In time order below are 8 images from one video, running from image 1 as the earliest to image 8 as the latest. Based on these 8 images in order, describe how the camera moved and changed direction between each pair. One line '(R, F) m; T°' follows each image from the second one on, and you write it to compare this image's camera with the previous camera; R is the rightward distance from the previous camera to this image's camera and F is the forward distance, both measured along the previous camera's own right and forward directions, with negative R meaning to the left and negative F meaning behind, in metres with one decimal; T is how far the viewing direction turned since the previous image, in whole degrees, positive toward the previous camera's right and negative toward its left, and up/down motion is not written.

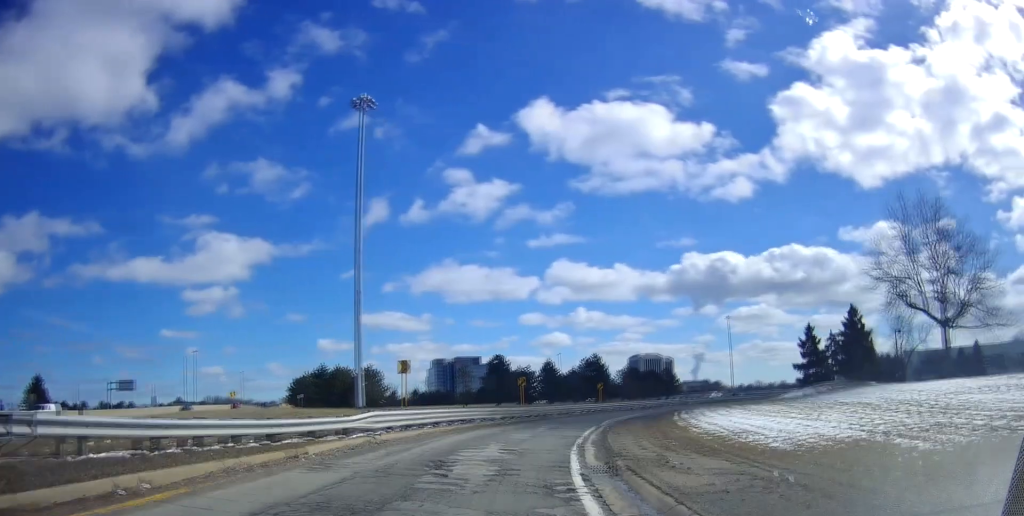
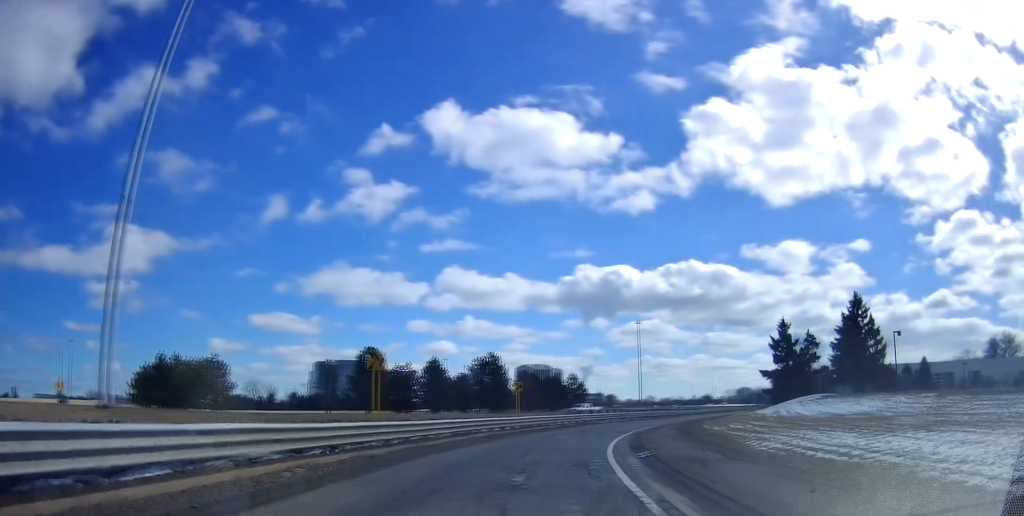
(+1.0, +26.8) m; +4°
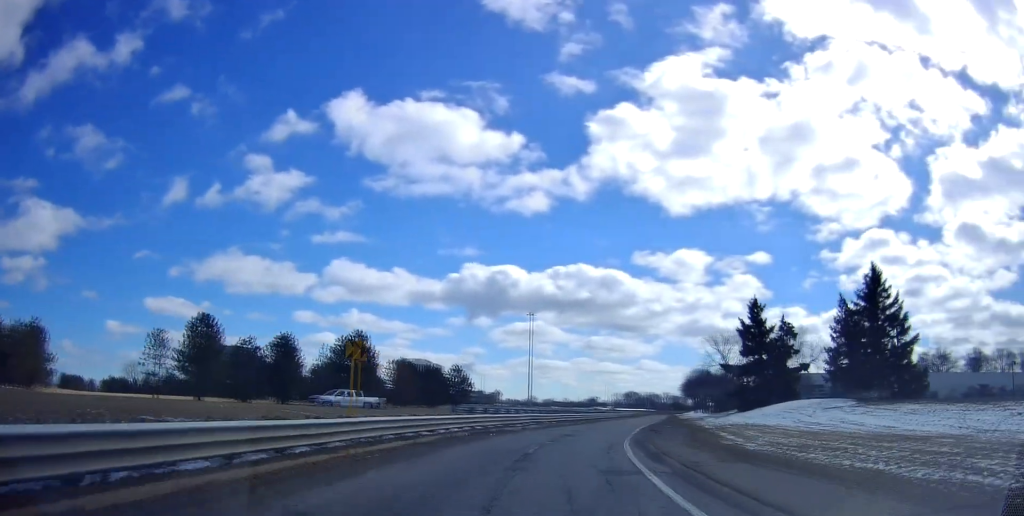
(+2.7, +22.3) m; +23°
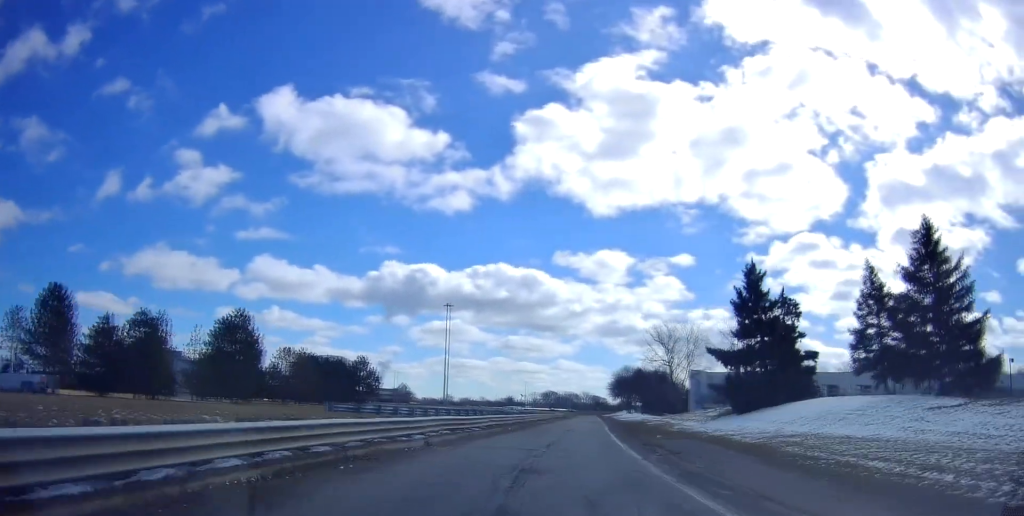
(+3.7, +15.4) m; +23°
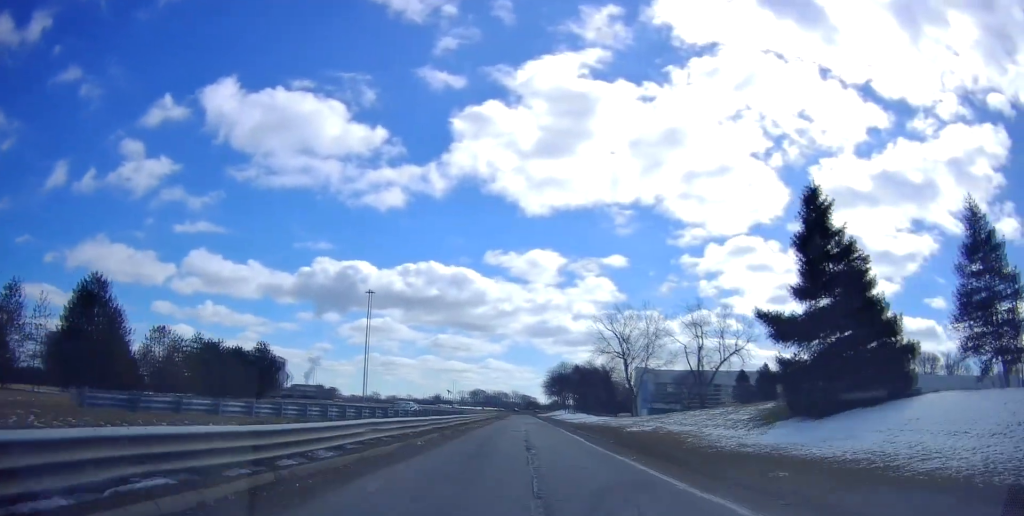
(+3.0, +17.9) m; +7°
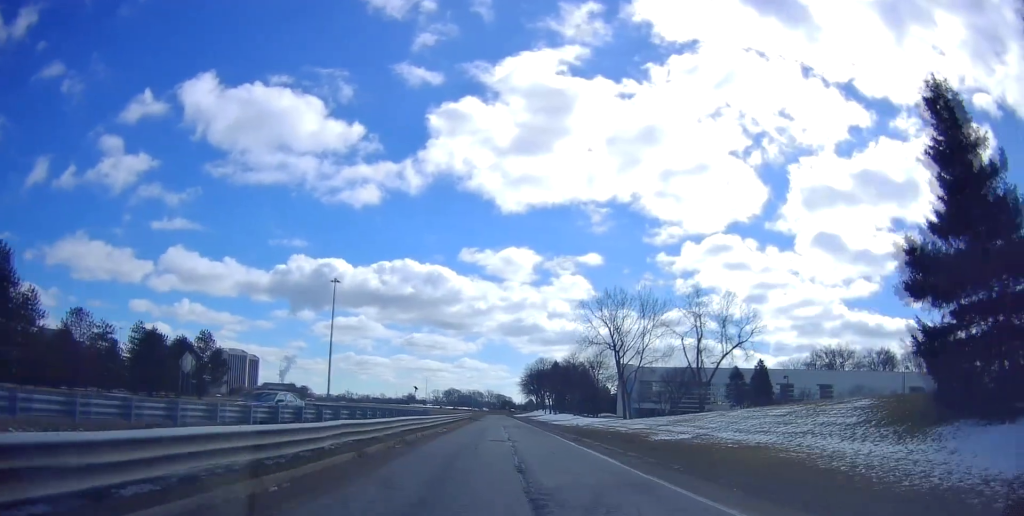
(0.0, +11.8) m; -4°
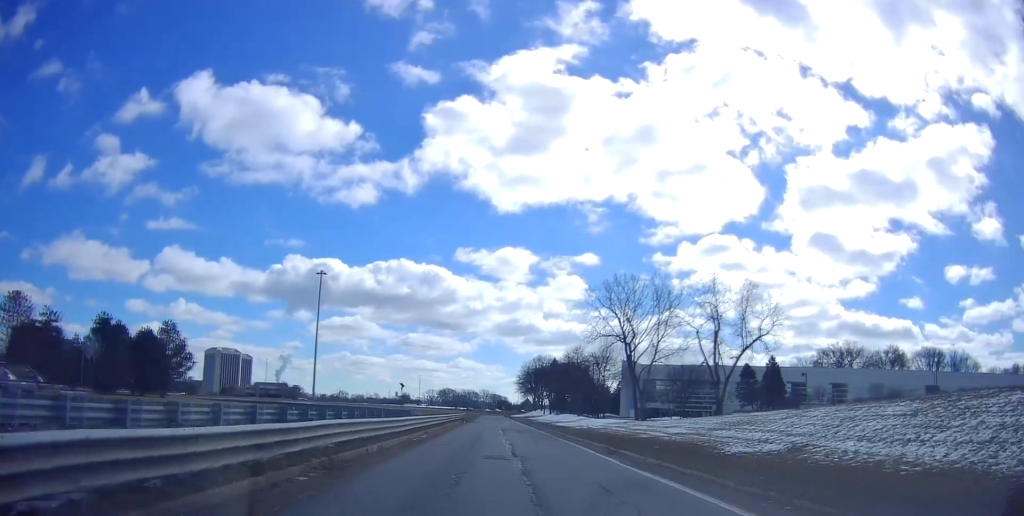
(-0.7, +8.8) m; -4°
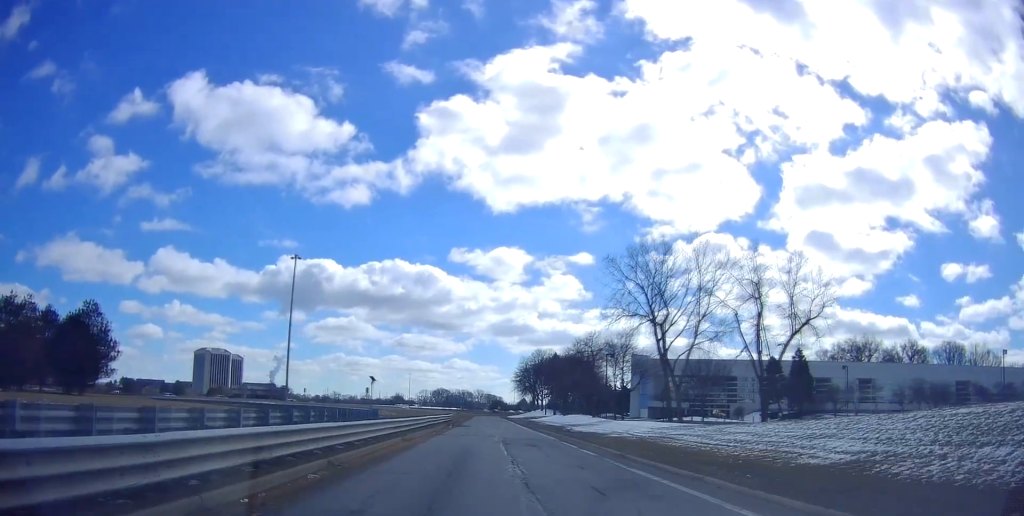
(-0.7, +15.6) m; -3°
